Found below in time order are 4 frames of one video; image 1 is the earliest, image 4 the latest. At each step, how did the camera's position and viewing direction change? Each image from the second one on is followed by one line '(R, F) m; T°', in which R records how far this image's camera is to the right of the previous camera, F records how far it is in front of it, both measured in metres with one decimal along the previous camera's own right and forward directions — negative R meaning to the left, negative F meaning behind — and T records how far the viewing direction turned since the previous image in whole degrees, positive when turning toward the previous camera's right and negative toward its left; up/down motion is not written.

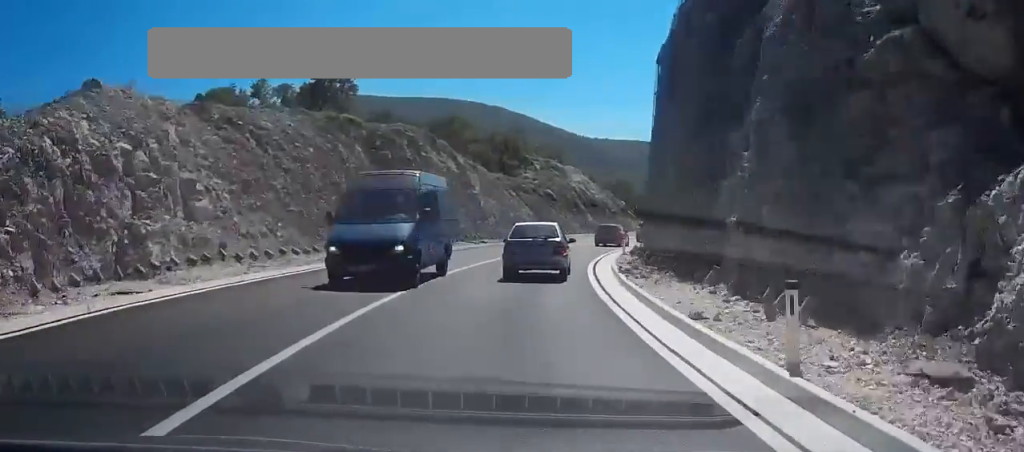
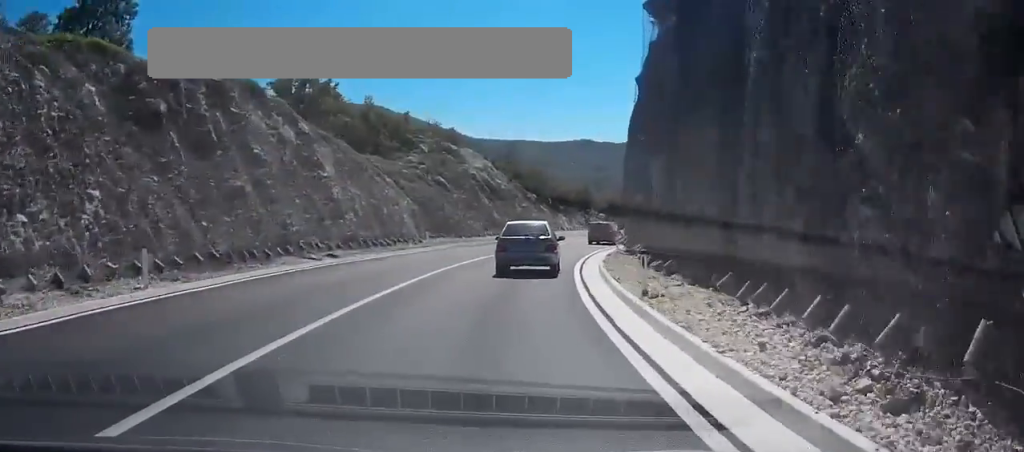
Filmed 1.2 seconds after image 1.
(+0.7, +20.2) m; +3°
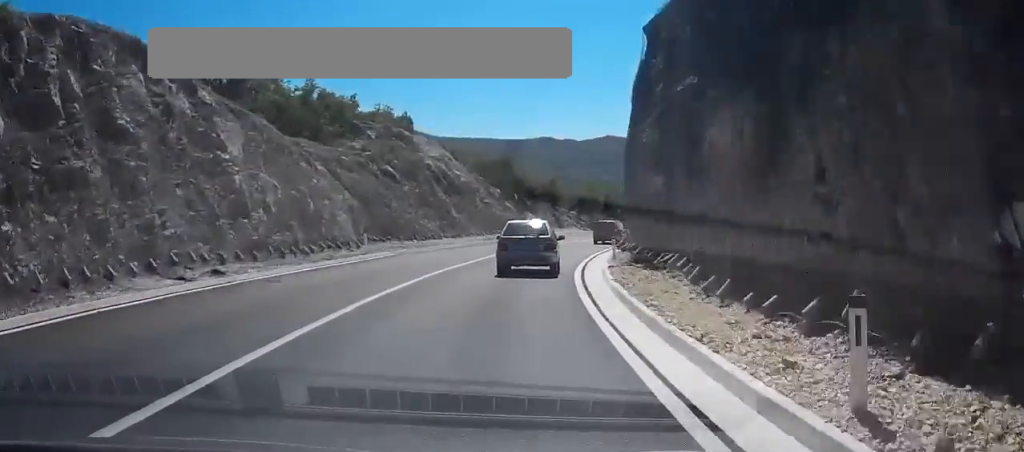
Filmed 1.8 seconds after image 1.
(+0.1, +8.6) m; +3°
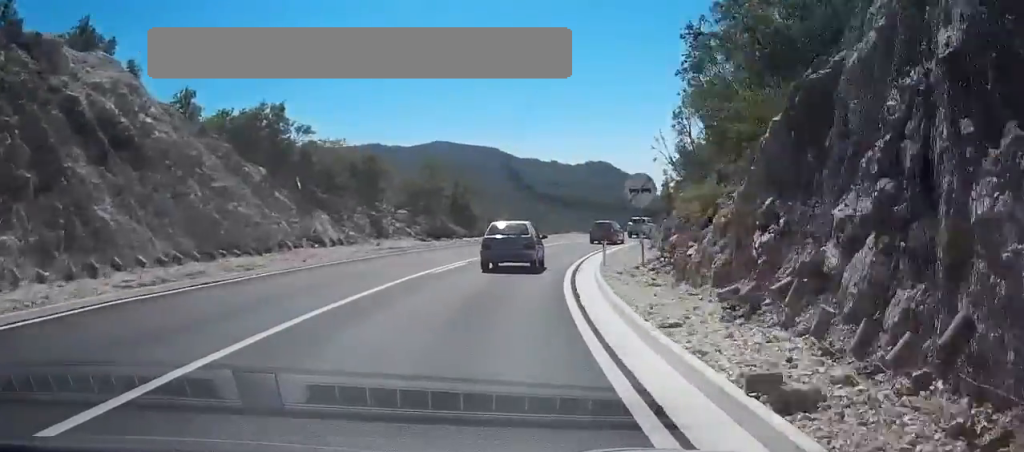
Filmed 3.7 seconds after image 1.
(+3.4, +31.1) m; +12°
